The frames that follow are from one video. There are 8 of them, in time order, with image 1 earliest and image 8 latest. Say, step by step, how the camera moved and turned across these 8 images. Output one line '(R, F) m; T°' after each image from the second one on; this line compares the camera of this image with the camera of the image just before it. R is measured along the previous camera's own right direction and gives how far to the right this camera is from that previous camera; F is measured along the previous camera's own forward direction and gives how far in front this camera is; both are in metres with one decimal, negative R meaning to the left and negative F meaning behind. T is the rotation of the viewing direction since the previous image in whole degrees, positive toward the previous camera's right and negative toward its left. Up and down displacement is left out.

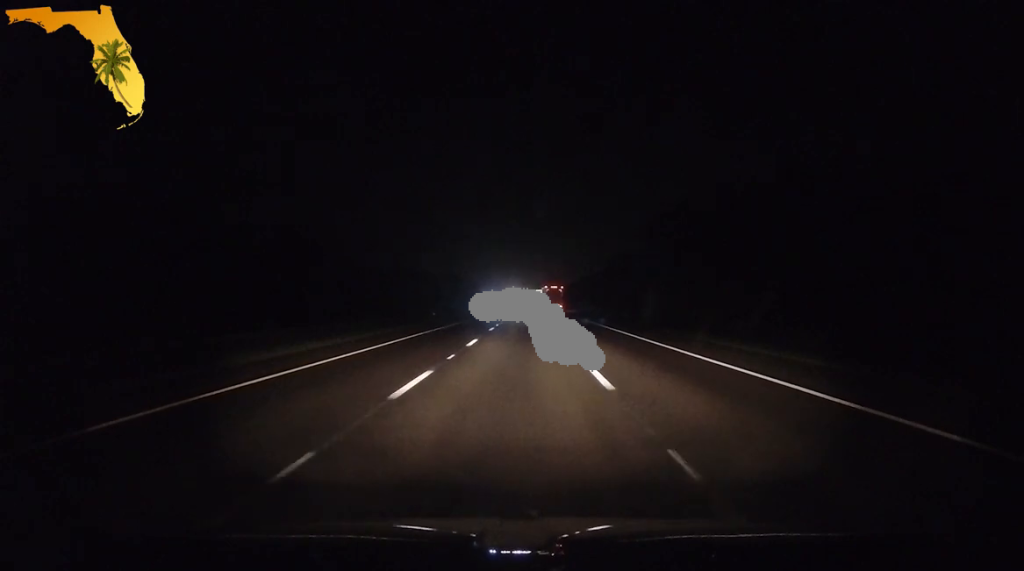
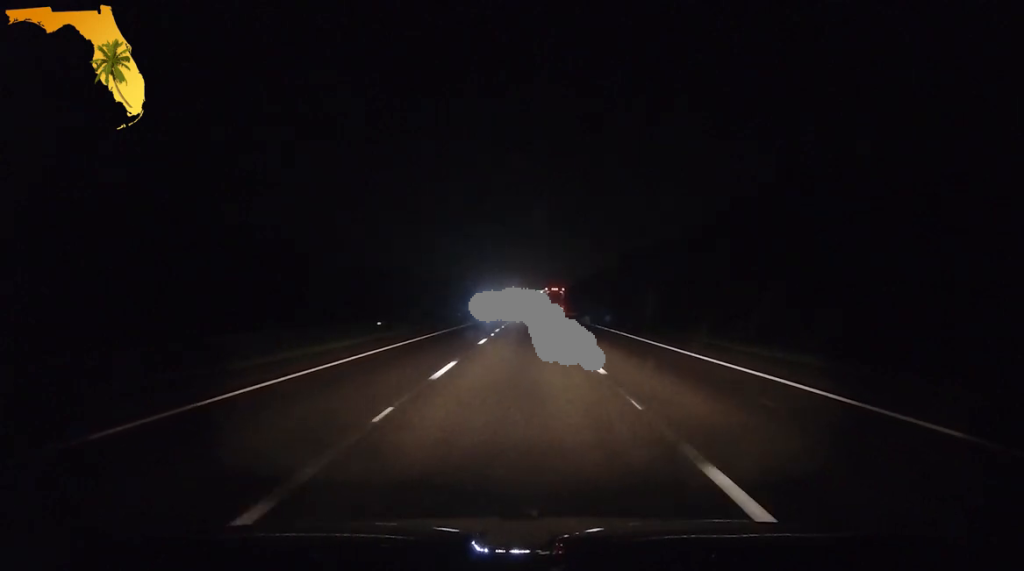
(+0.2, +33.9) m; 0°
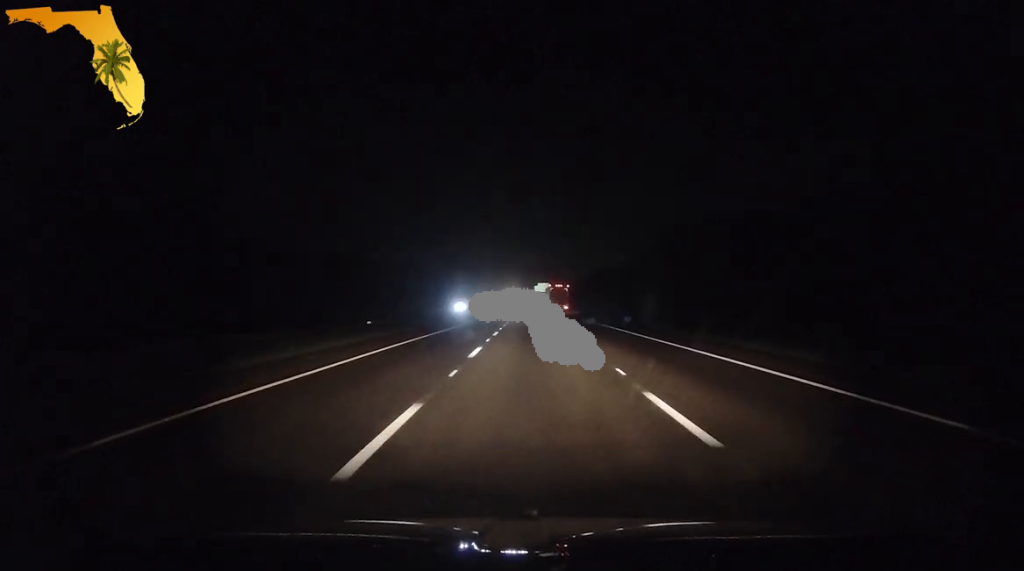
(-1.4, +68.0) m; -2°
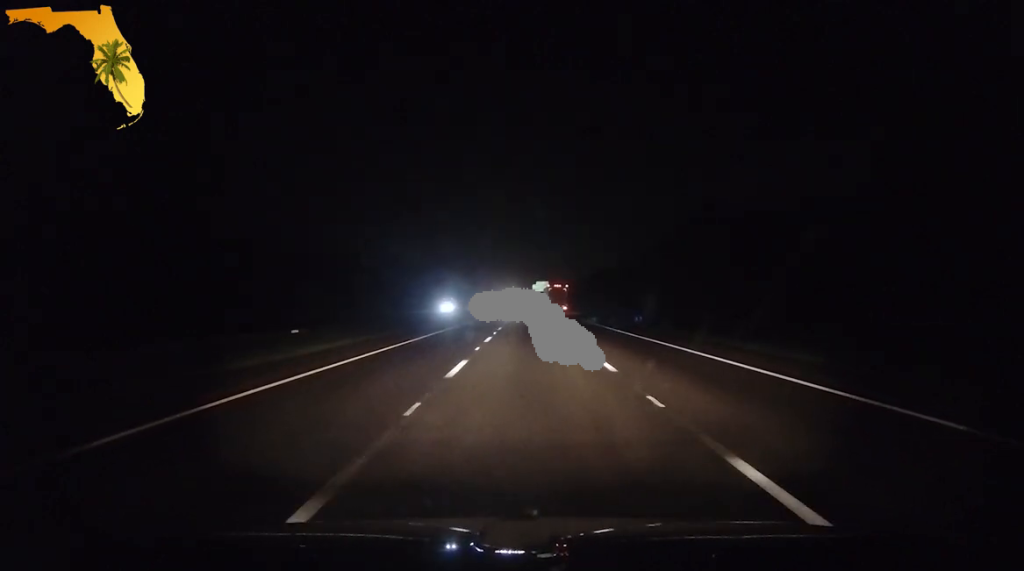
(+0.1, +16.6) m; 0°
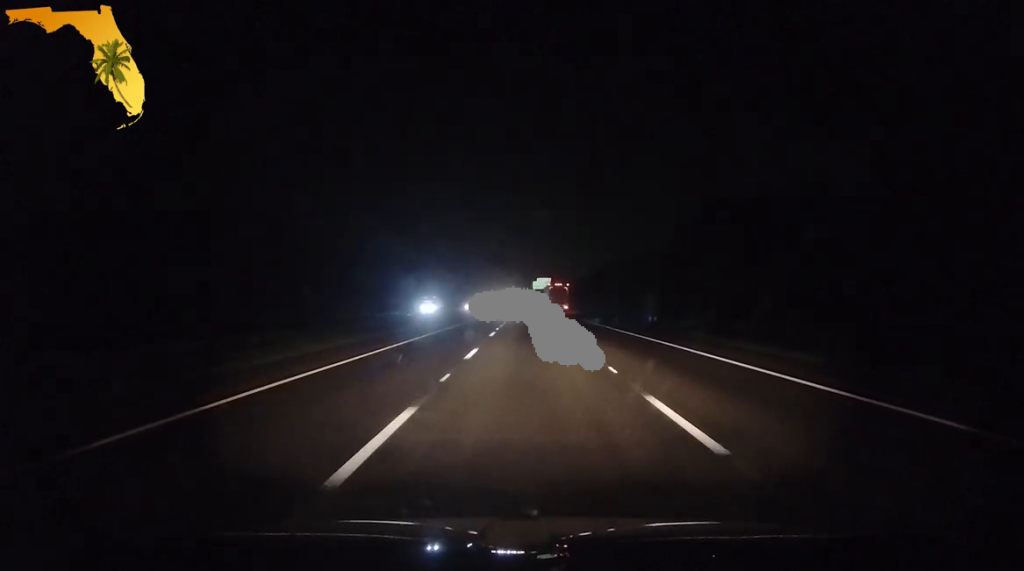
(+0.1, +19.9) m; 0°
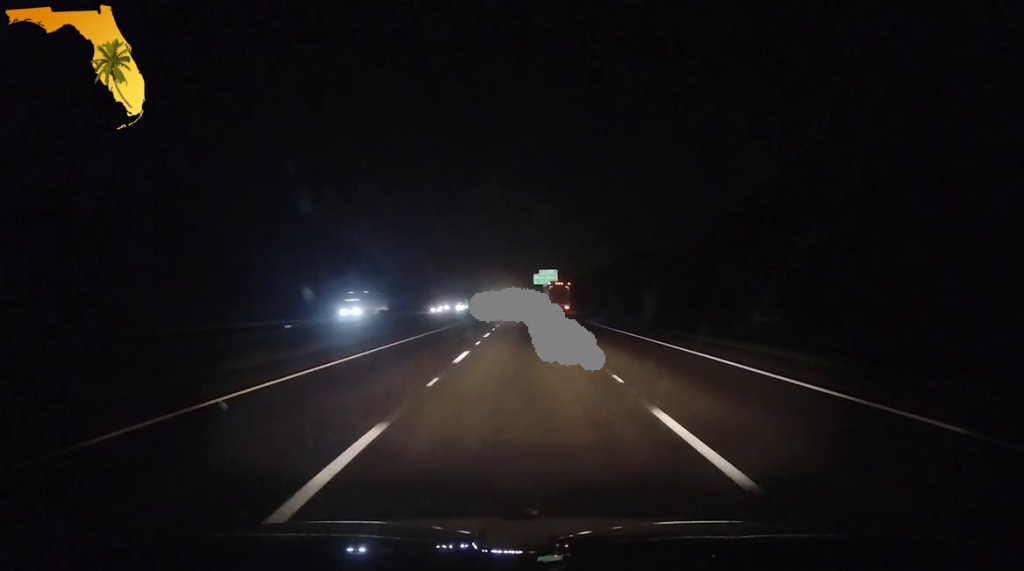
(0.0, +37.7) m; 0°
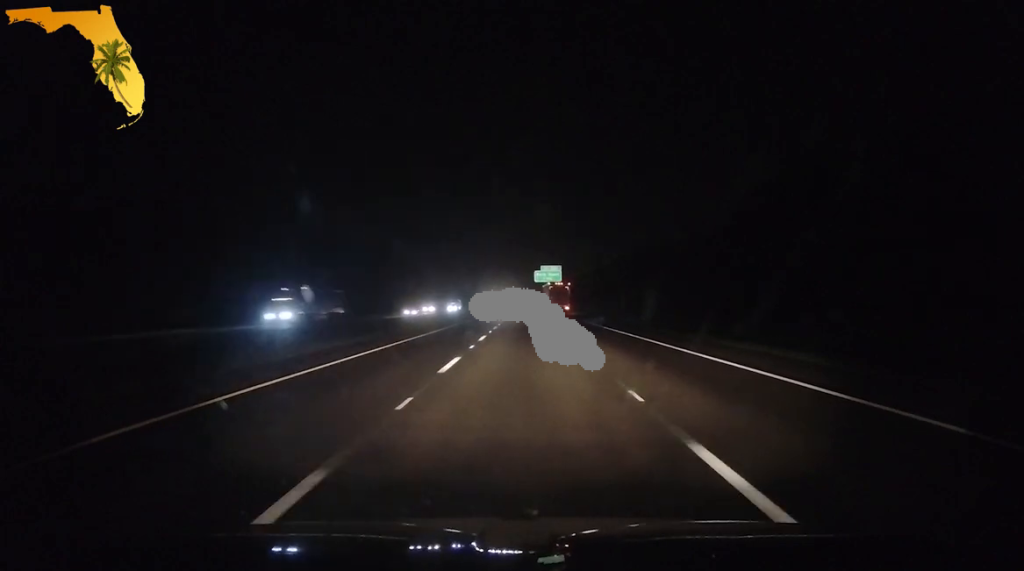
(0.0, +14.4) m; 0°
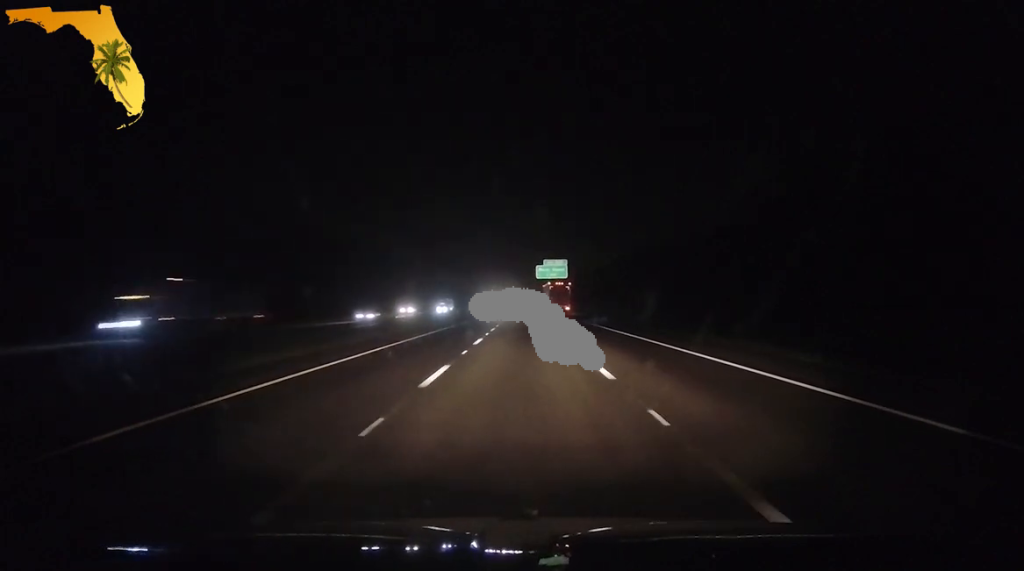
(0.0, +14.4) m; 0°
